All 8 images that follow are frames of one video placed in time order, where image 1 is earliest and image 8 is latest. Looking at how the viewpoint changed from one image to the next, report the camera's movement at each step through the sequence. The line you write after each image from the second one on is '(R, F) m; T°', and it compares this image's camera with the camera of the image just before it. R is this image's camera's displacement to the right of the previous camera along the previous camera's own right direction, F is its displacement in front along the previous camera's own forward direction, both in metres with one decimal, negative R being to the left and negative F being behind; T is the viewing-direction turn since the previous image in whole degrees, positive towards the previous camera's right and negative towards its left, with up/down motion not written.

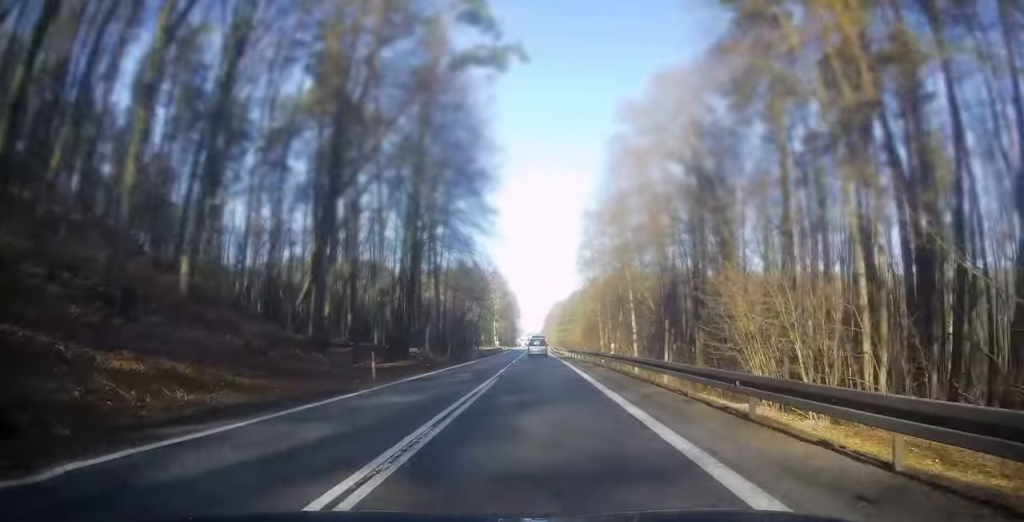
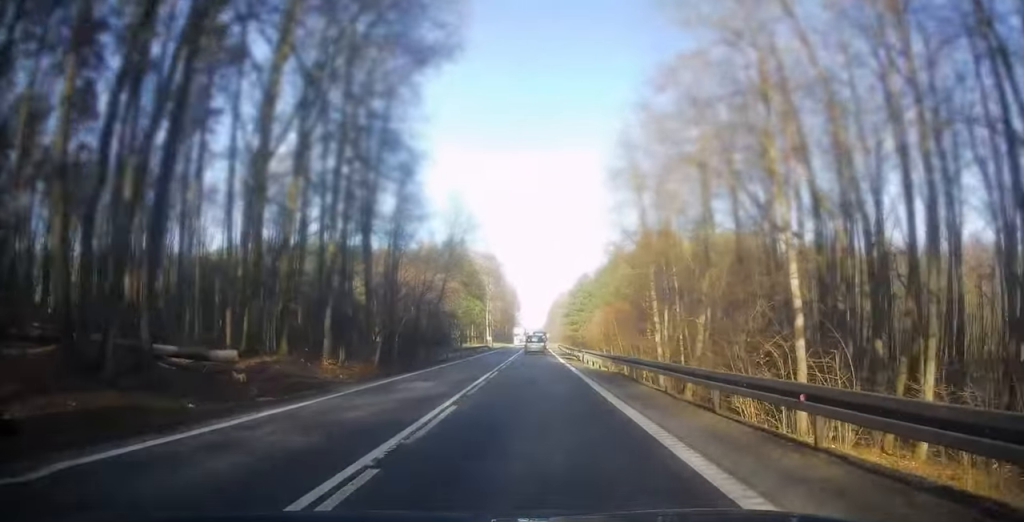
(0.0, +36.5) m; -1°
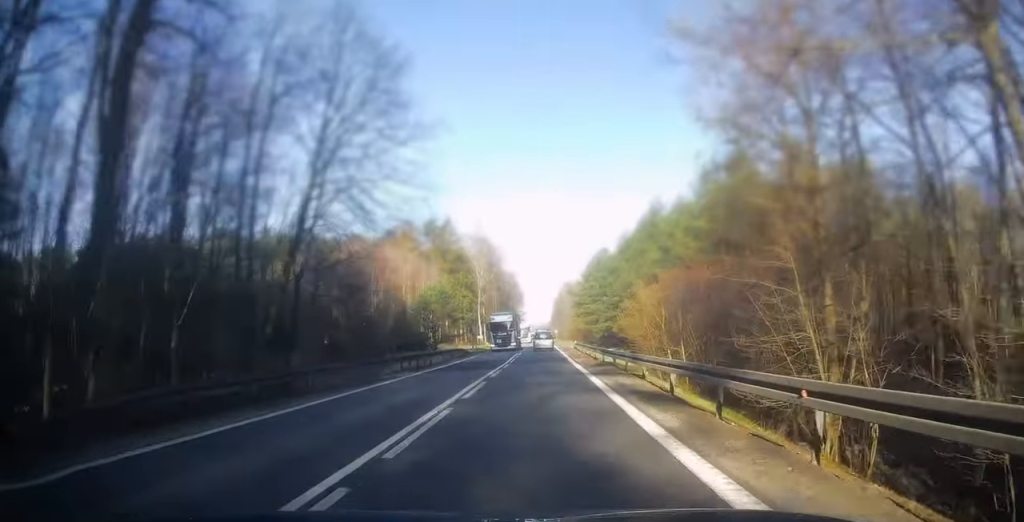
(-0.6, +32.8) m; -2°
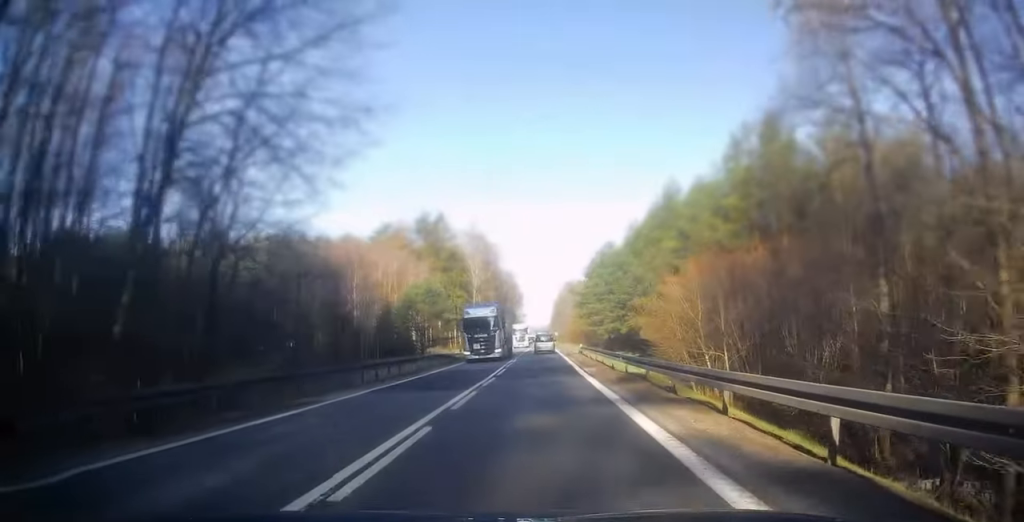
(-0.1, +8.6) m; 0°
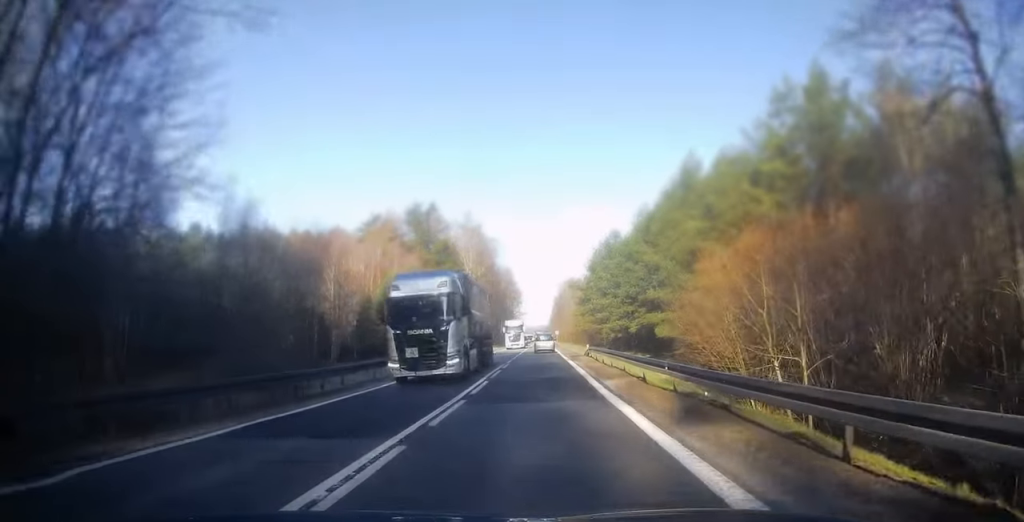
(-0.1, +8.6) m; 0°
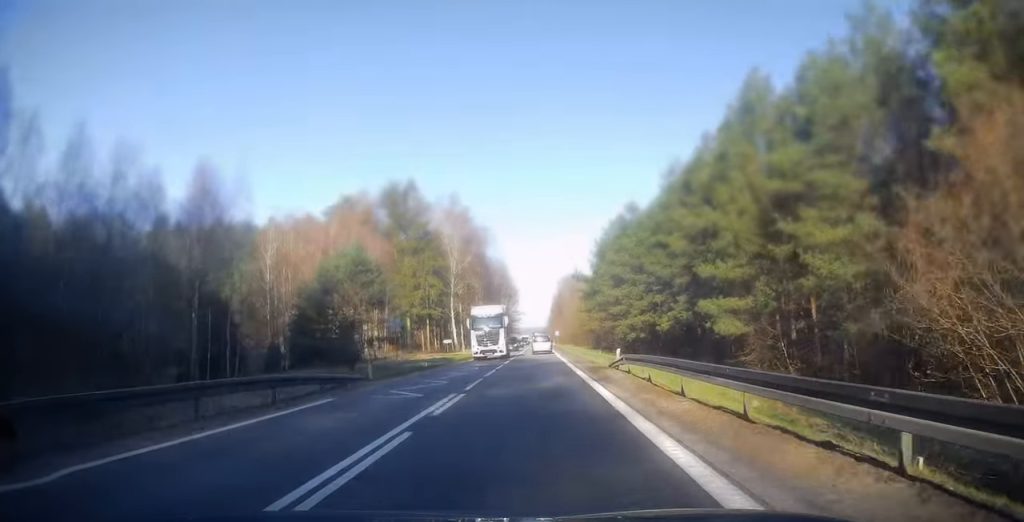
(+0.4, +17.4) m; 0°
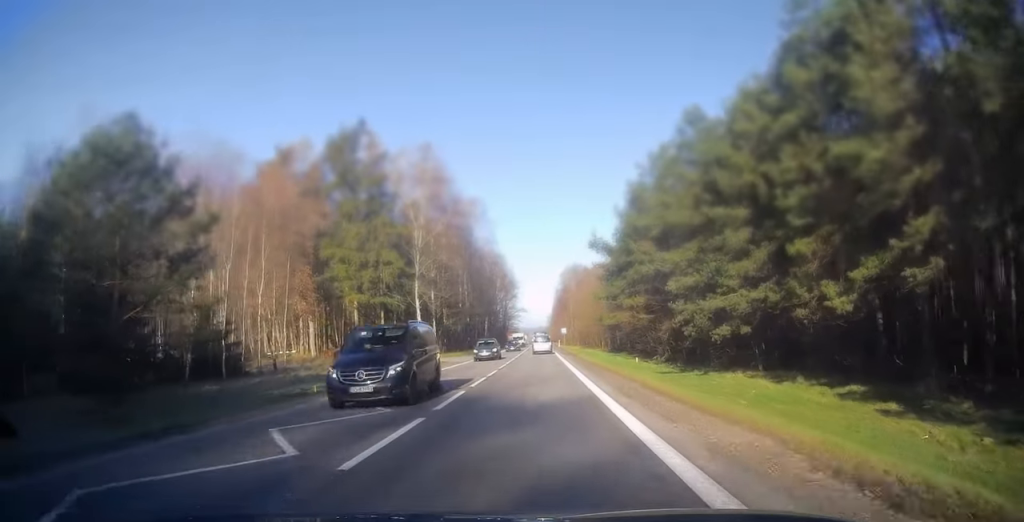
(-0.3, +27.2) m; 0°
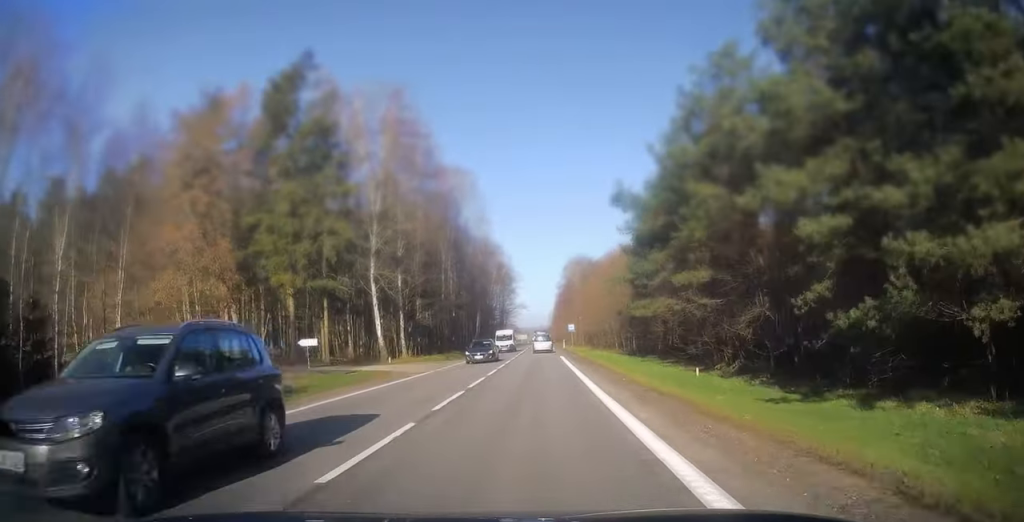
(+0.1, +17.5) m; 0°
